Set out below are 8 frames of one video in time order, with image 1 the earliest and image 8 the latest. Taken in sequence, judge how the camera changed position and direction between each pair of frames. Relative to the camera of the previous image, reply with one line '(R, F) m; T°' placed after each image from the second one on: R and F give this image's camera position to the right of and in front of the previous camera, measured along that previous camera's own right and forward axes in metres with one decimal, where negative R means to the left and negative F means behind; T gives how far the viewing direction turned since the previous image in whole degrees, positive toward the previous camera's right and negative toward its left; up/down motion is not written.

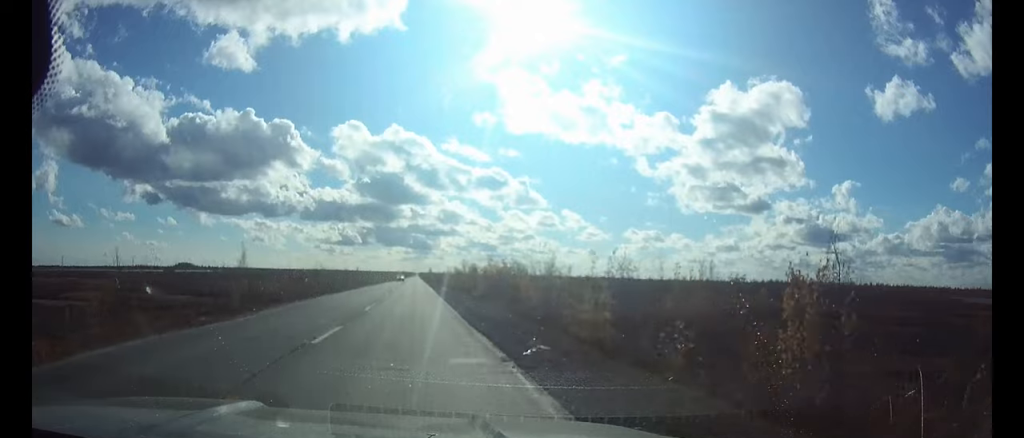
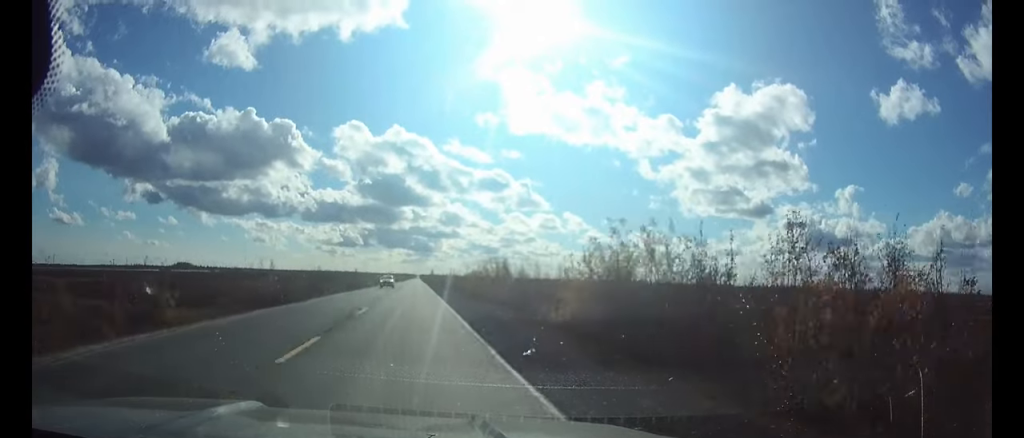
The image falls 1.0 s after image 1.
(0.0, +27.2) m; 0°
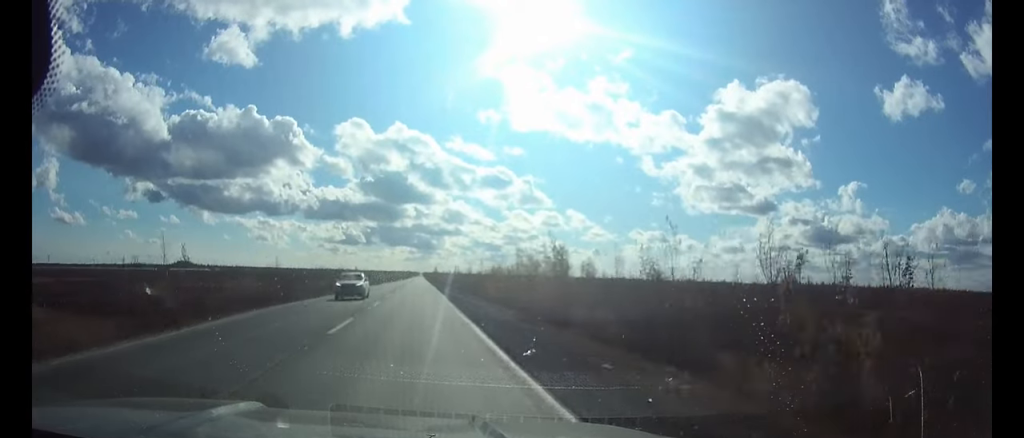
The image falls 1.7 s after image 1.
(0.0, +21.4) m; 0°
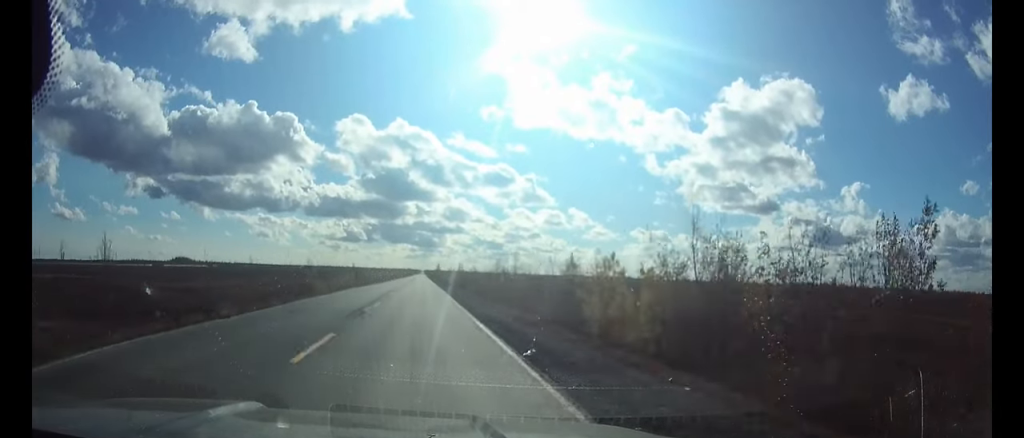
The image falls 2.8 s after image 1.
(0.0, +30.9) m; 0°
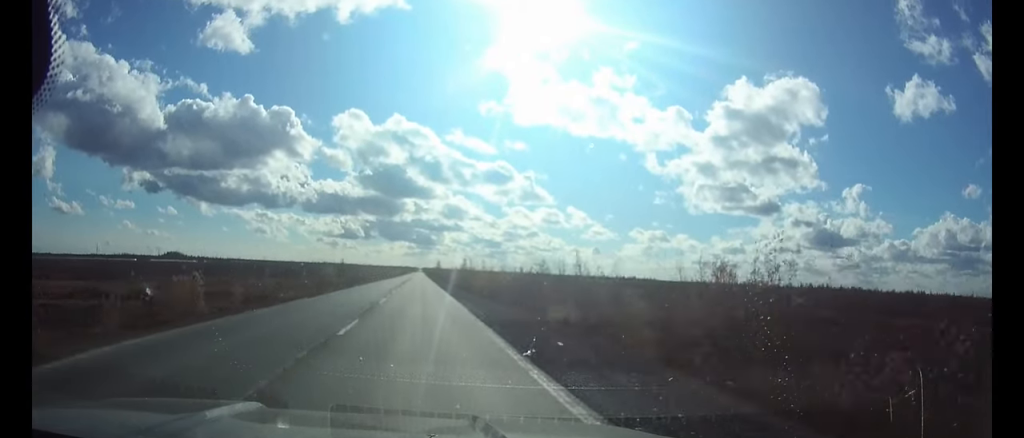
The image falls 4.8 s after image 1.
(0.0, +59.3) m; 0°
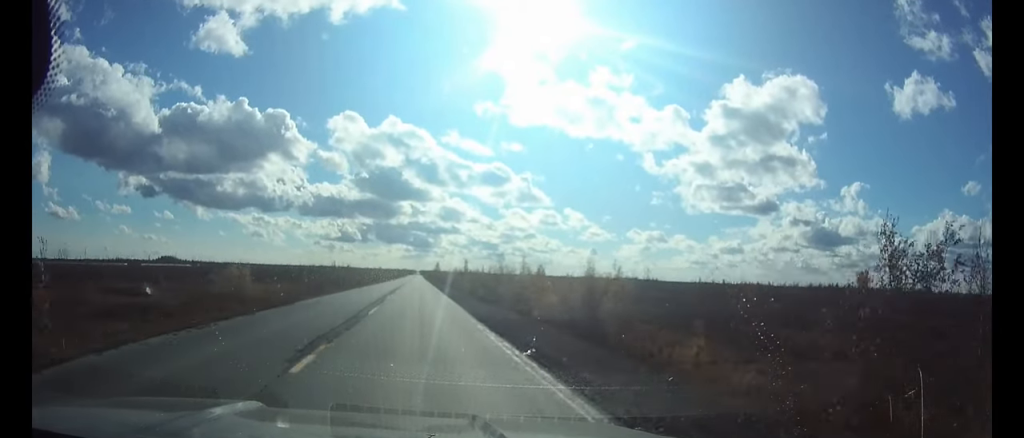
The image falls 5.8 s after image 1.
(+0.1, +29.4) m; 0°
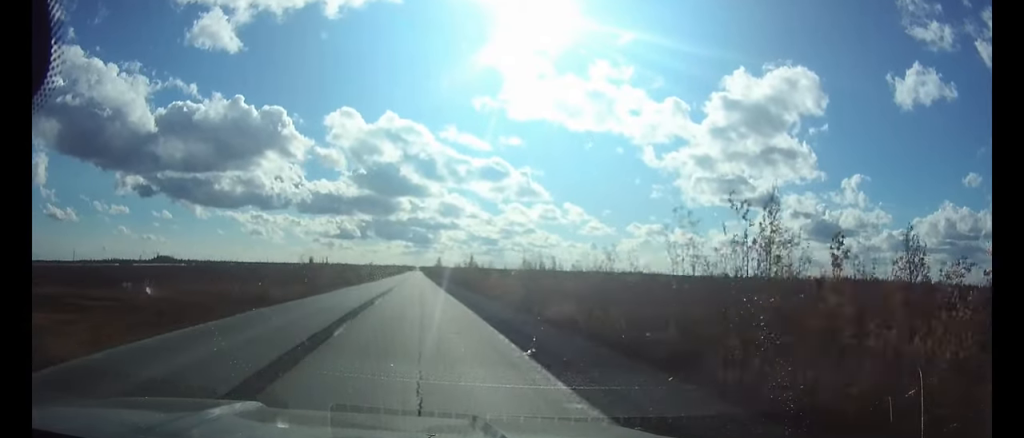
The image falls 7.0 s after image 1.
(0.0, +31.6) m; 0°
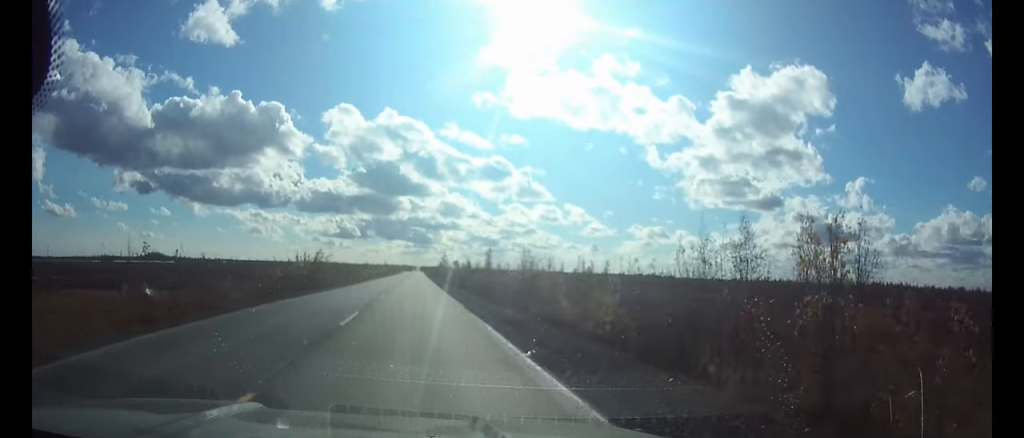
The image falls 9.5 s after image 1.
(0.0, +69.1) m; 0°
